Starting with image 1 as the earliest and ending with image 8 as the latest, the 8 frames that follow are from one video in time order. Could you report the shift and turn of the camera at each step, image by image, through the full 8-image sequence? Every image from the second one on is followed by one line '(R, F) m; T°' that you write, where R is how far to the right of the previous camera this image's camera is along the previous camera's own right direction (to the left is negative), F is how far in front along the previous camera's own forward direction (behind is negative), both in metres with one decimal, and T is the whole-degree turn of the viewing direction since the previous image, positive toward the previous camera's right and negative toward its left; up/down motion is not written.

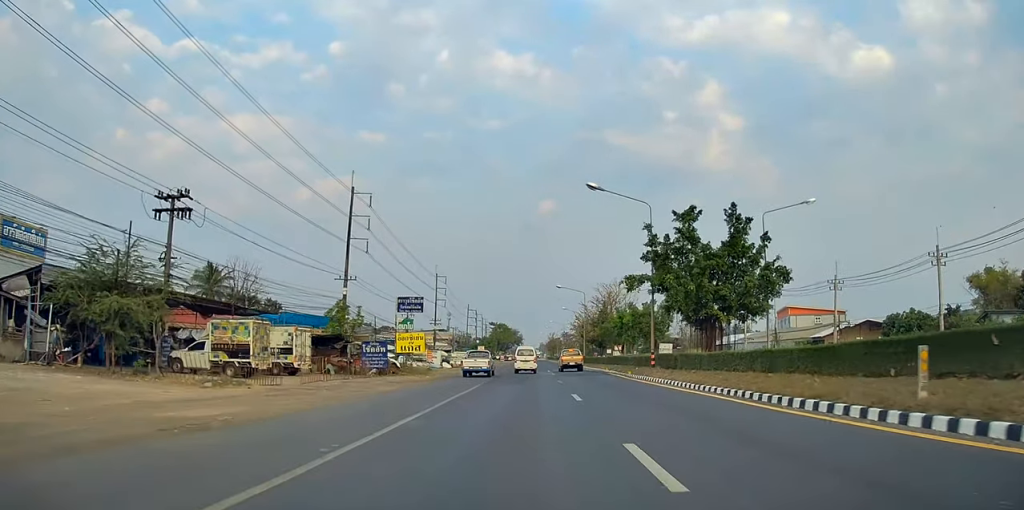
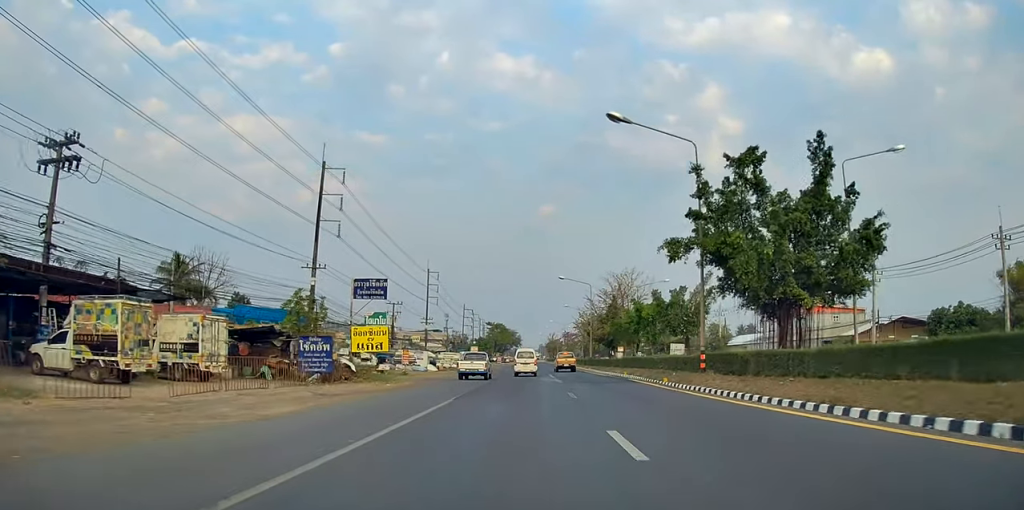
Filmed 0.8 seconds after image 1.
(+0.1, +10.1) m; 0°
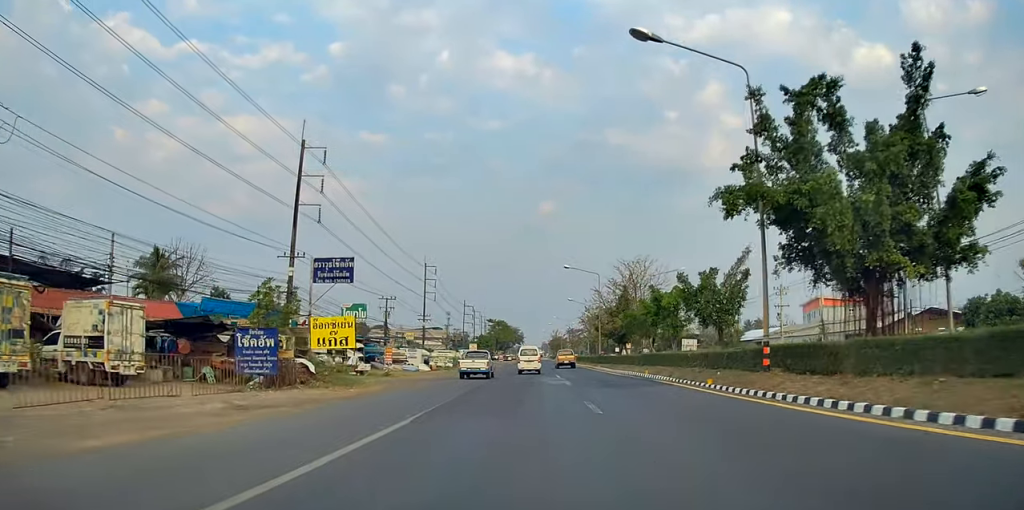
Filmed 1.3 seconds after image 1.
(-0.1, +6.3) m; 0°
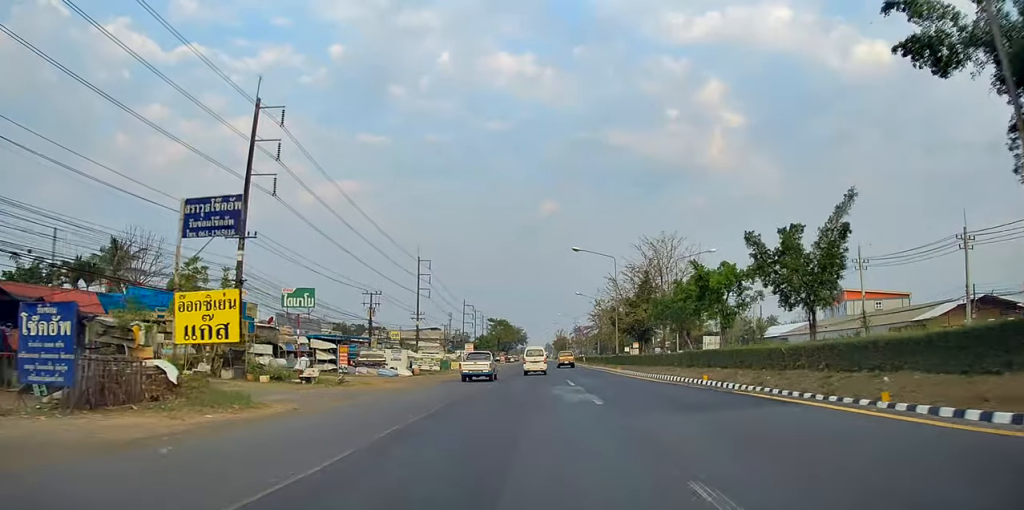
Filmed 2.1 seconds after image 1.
(0.0, +10.5) m; 0°
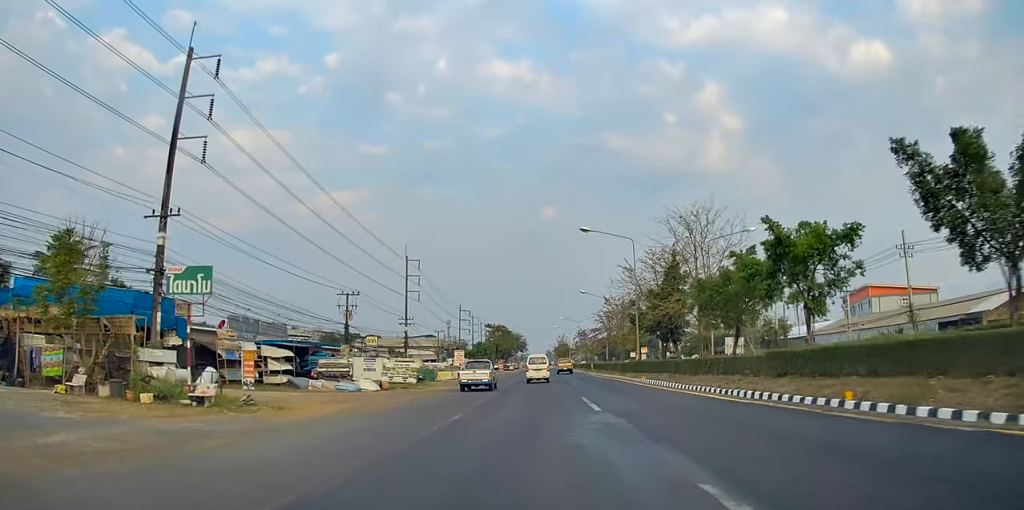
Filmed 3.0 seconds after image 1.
(+0.2, +10.5) m; 0°
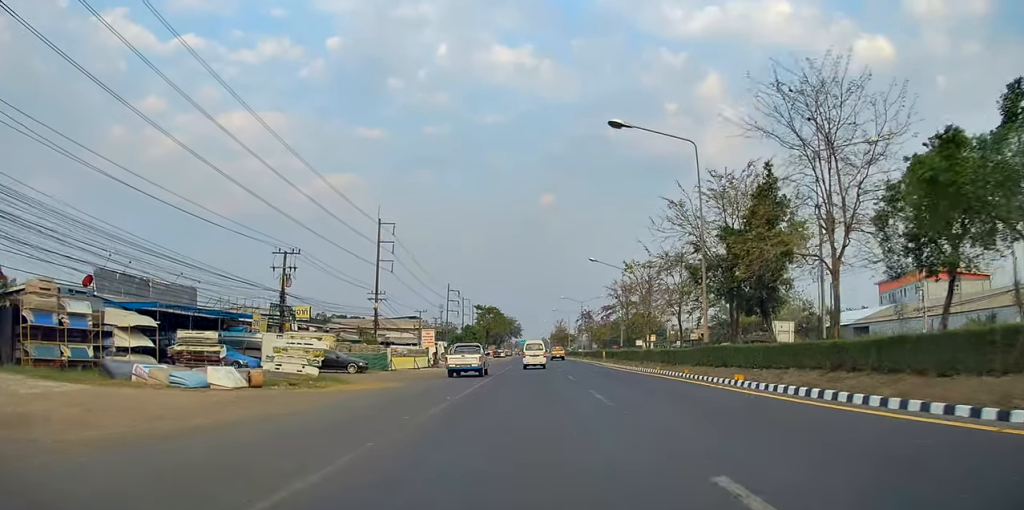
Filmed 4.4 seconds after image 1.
(-0.4, +17.9) m; -2°
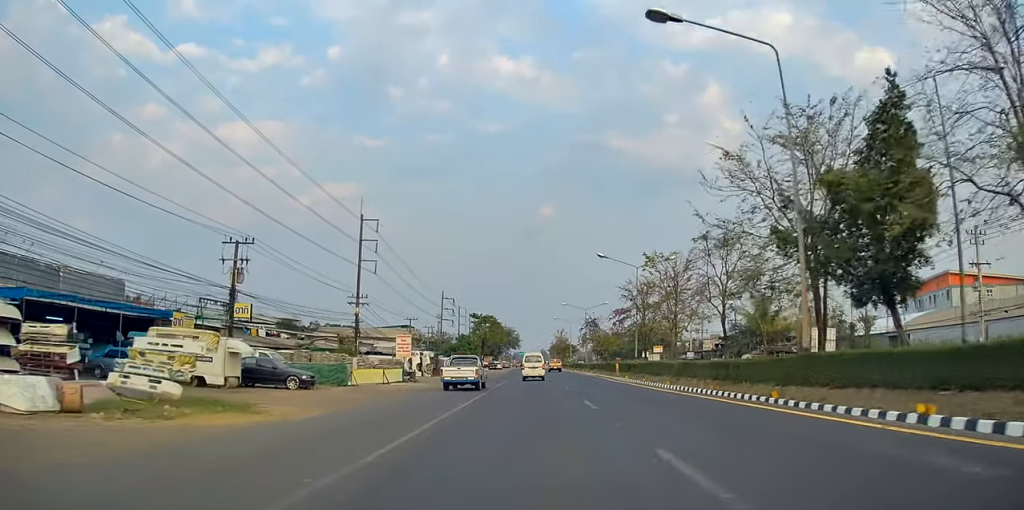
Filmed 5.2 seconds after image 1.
(-0.1, +9.5) m; 0°
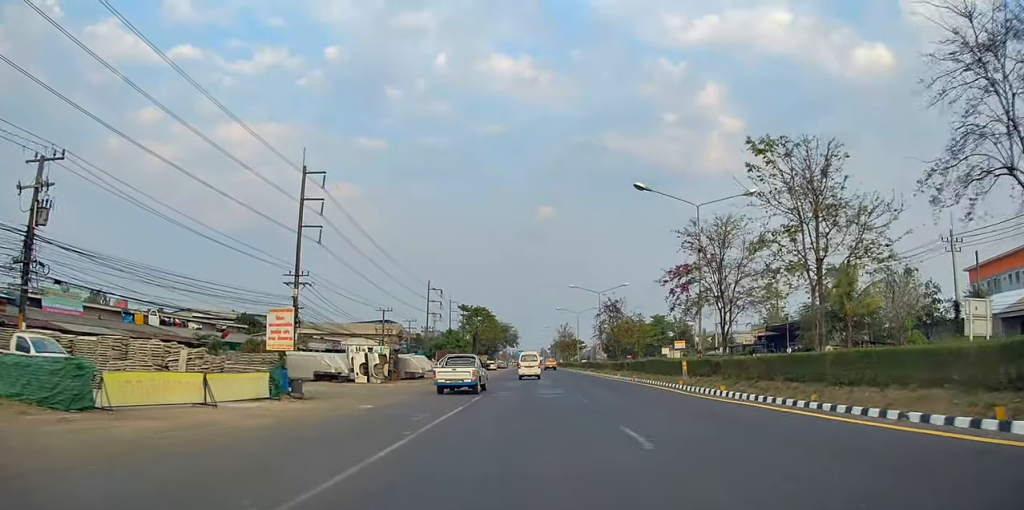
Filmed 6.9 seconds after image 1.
(+0.1, +20.7) m; 0°
